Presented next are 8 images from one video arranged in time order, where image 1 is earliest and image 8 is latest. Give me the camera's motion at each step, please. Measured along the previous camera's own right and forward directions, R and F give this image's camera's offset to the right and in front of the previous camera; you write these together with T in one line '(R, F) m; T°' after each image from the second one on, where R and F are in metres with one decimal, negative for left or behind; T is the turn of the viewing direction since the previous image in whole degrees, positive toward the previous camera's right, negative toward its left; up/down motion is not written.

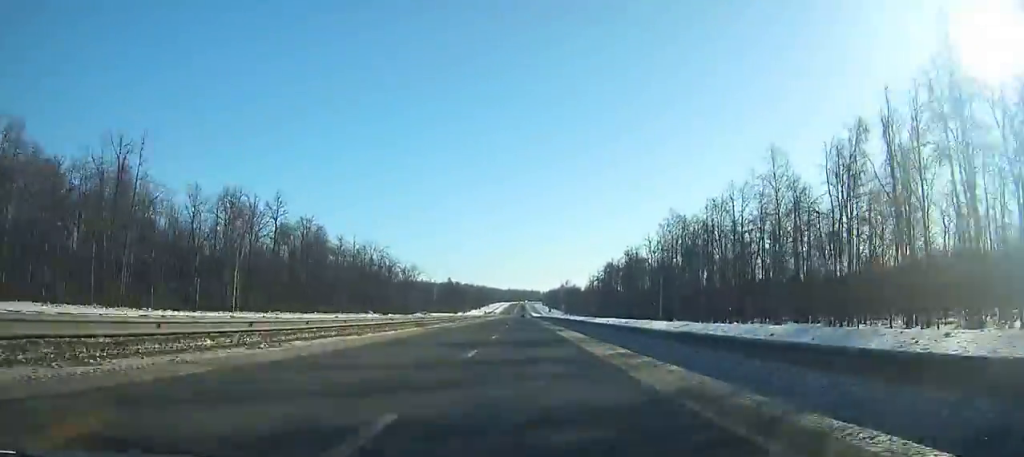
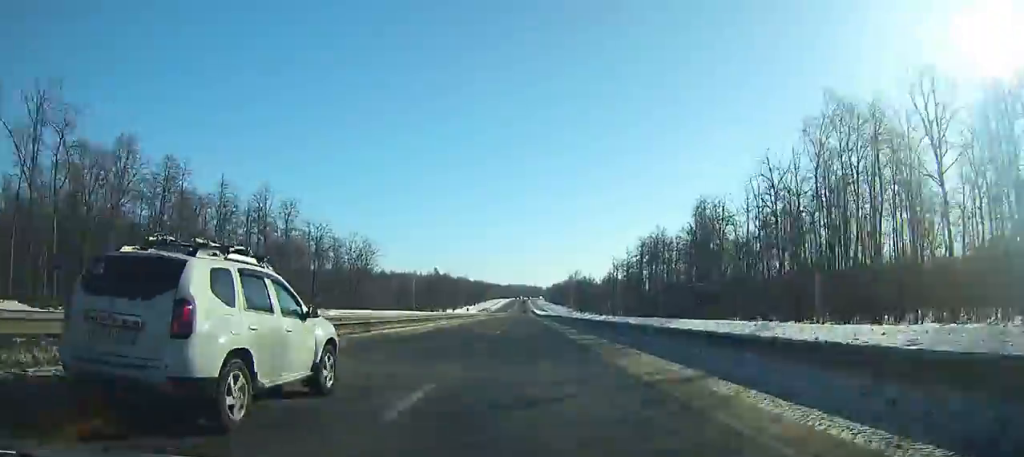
(+0.2, +69.5) m; 0°
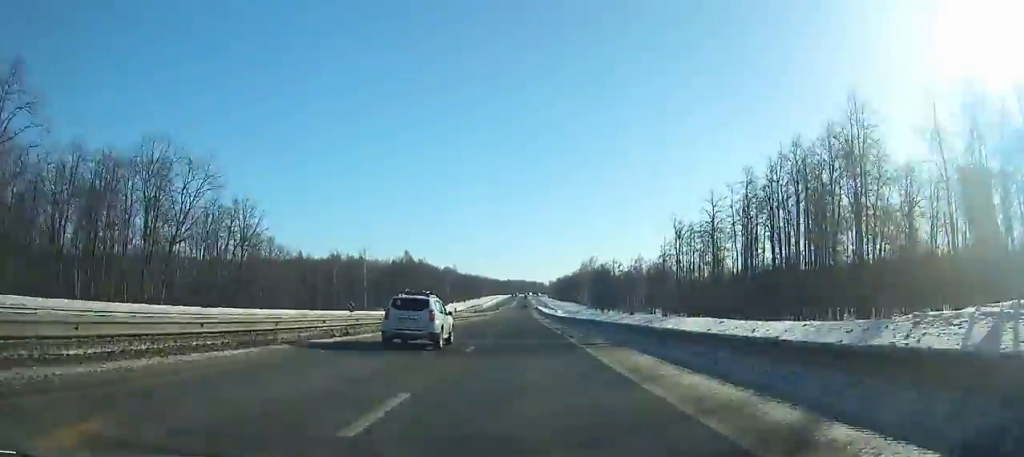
(-0.1, +83.6) m; 0°
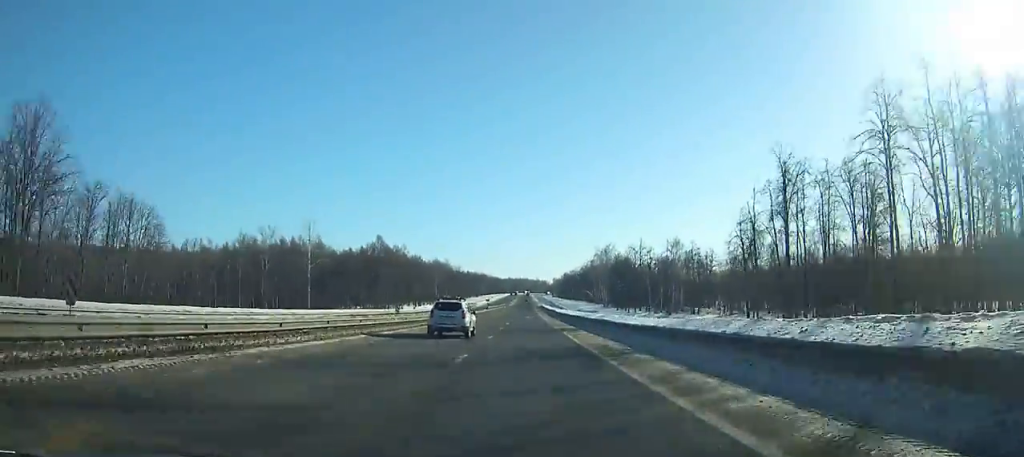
(-0.1, +52.9) m; 0°
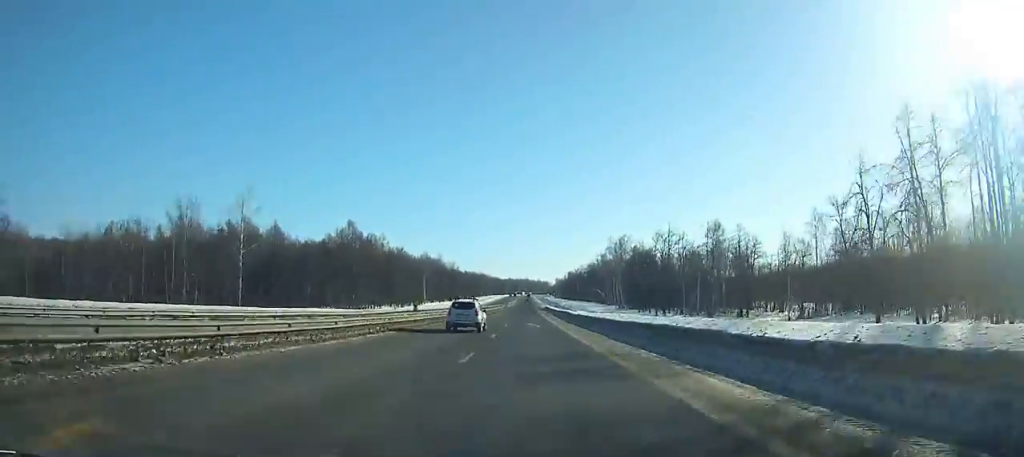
(0.0, +34.5) m; 0°
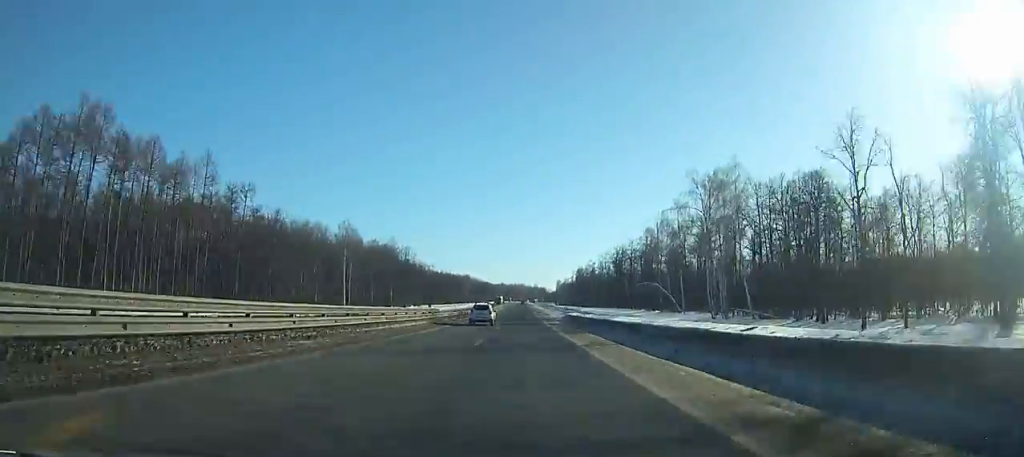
(+0.2, +110.1) m; 0°
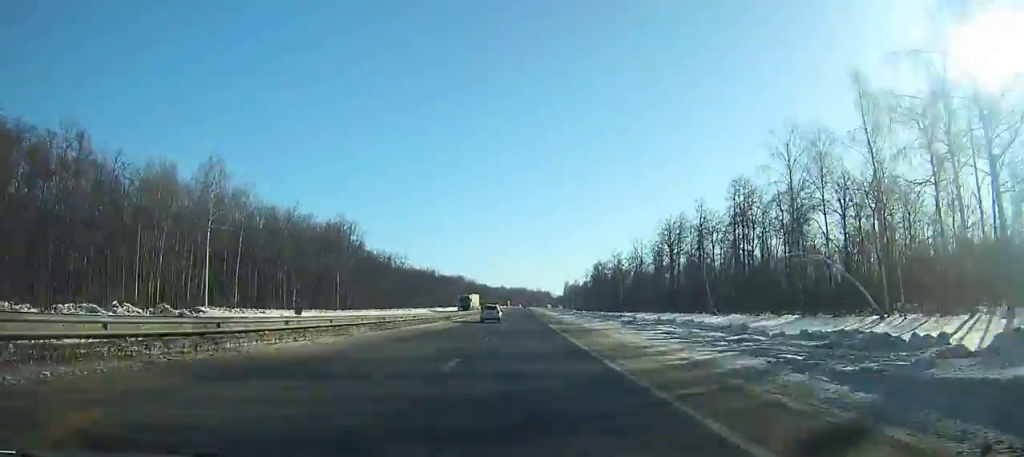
(+0.1, +67.5) m; 0°
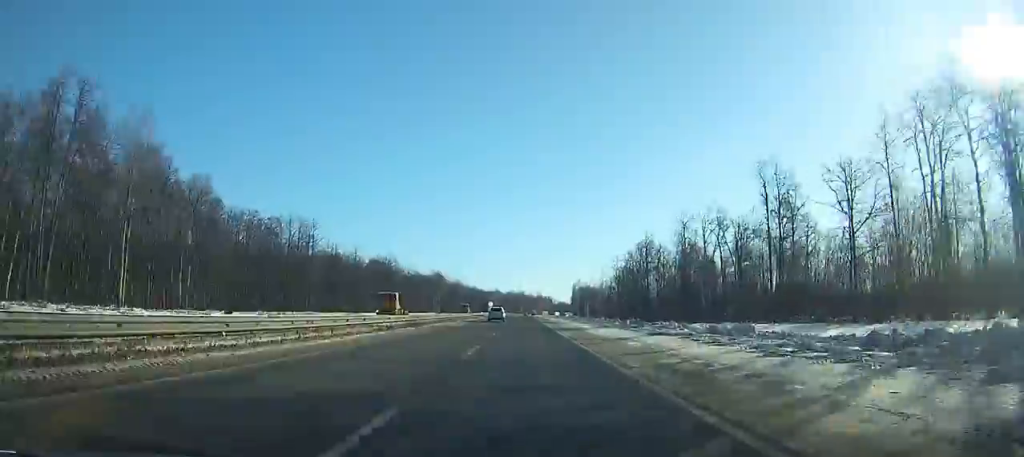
(0.0, +92.0) m; 0°
